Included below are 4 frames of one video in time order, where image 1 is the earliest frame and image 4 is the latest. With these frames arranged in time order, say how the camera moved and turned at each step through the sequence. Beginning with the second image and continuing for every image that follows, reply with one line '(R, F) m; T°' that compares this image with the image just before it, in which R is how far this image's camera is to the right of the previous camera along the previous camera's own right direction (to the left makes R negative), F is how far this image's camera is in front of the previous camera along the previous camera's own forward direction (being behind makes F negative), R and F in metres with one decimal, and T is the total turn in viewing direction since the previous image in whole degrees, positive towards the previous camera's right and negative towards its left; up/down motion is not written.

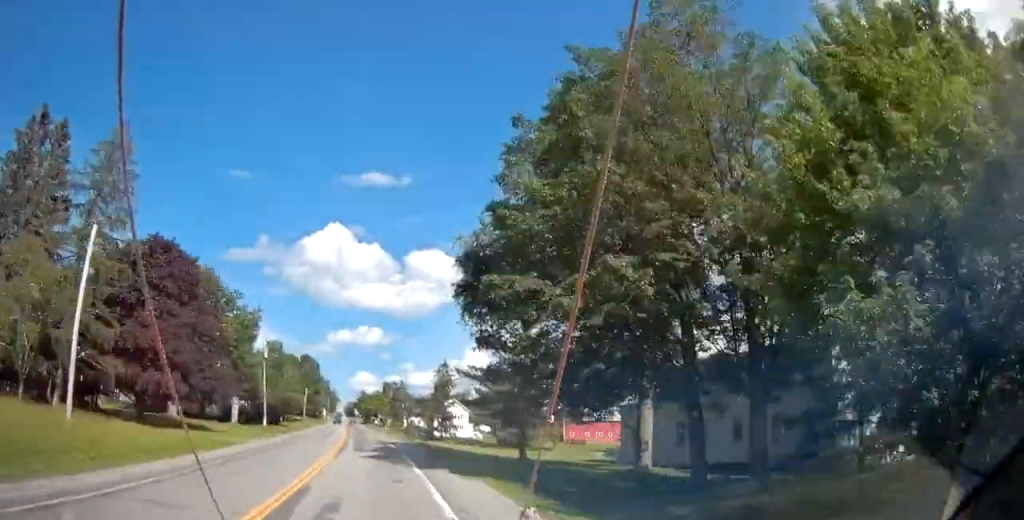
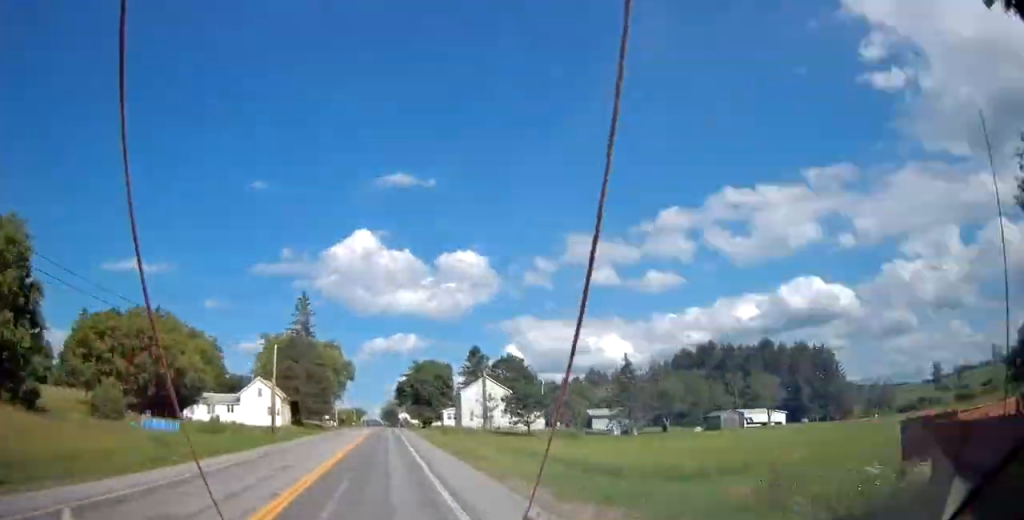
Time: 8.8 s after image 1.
(-12.6, +217.0) m; -4°
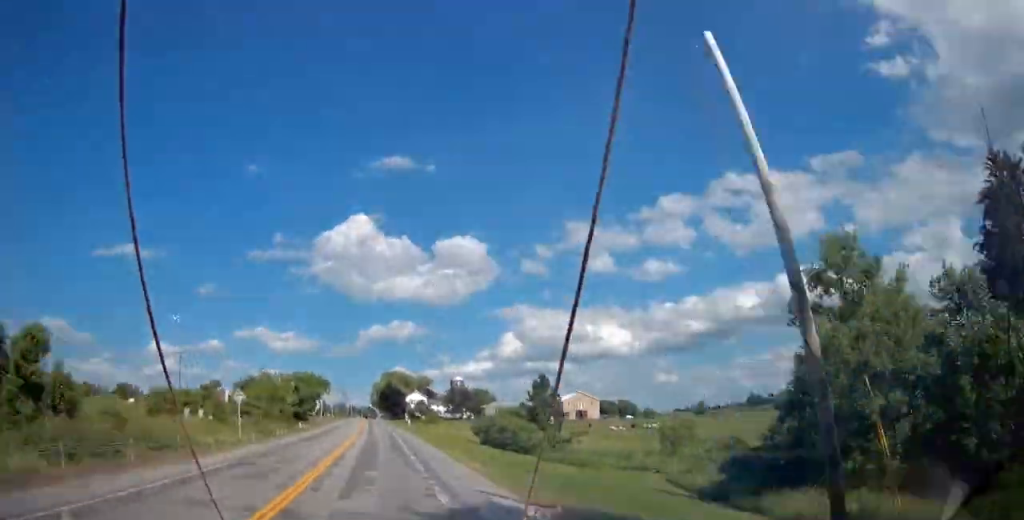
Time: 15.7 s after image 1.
(-0.8, +172.3) m; -1°
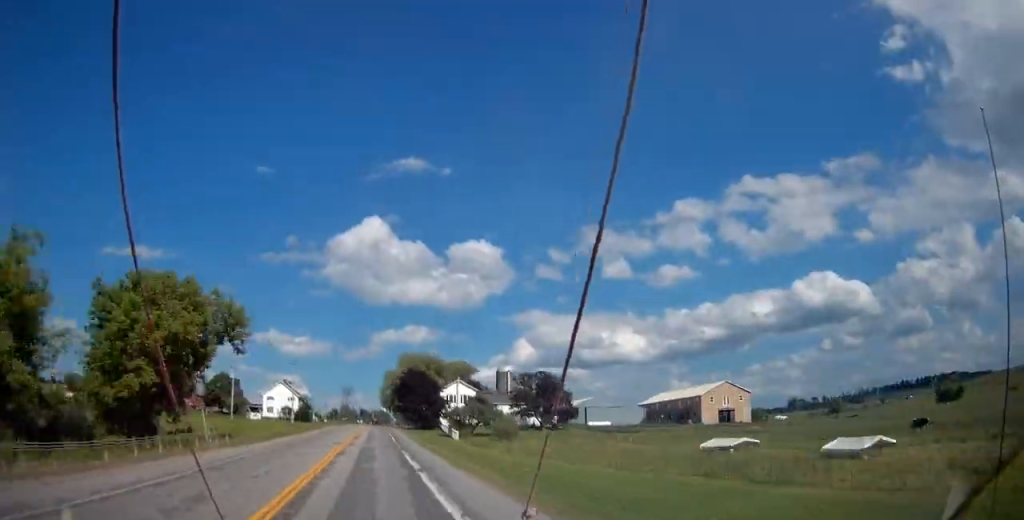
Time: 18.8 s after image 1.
(-0.3, +77.3) m; -1°
